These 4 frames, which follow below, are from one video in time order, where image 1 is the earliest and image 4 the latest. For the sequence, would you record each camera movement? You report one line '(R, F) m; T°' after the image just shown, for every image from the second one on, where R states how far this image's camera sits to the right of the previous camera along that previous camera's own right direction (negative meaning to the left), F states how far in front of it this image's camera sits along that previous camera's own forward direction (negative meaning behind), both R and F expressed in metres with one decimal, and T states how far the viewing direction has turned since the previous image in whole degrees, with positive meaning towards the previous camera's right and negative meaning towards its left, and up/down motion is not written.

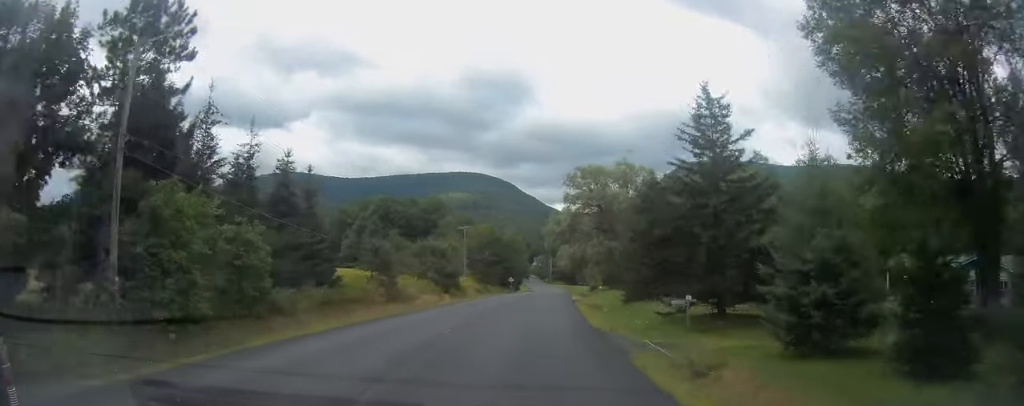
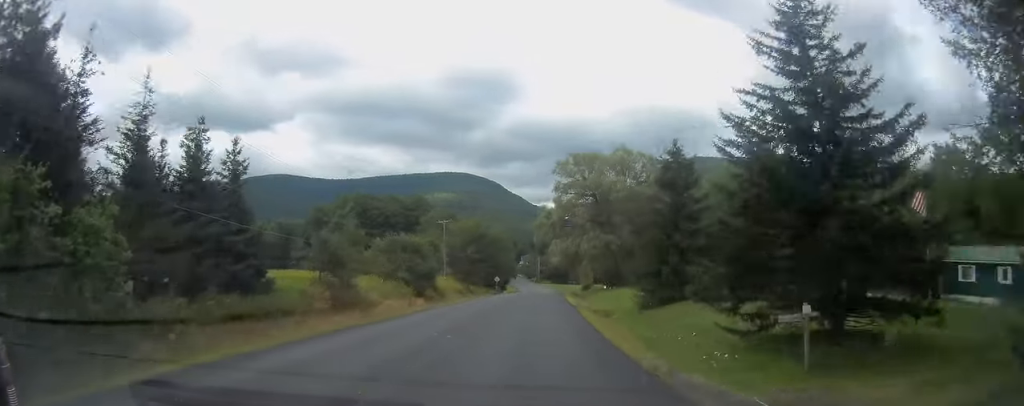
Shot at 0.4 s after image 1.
(-0.1, +10.0) m; +1°
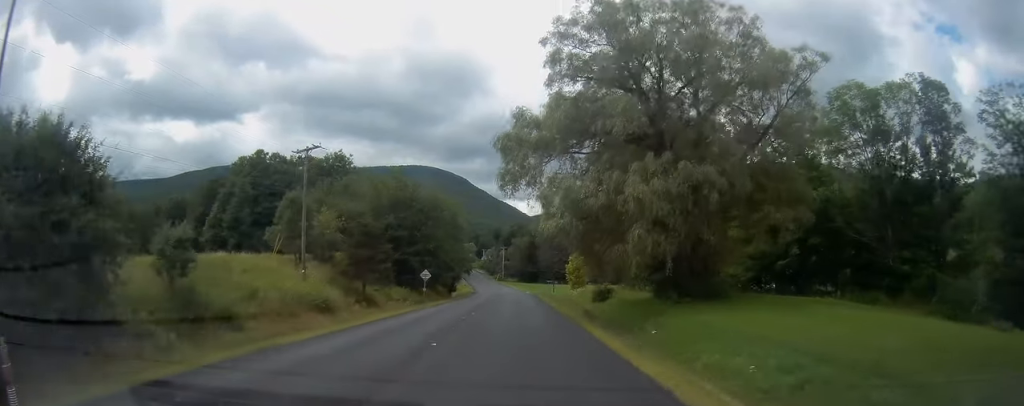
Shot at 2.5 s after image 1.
(+2.2, +48.2) m; +3°
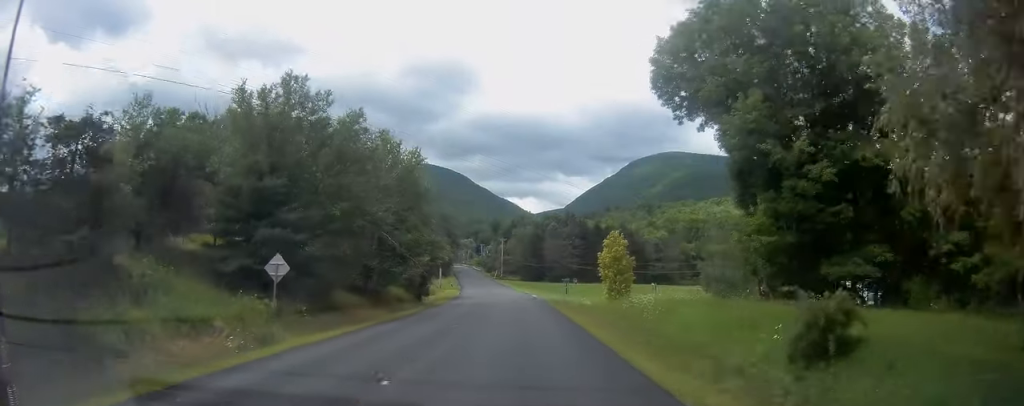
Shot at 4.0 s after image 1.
(+0.1, +34.1) m; 0°
